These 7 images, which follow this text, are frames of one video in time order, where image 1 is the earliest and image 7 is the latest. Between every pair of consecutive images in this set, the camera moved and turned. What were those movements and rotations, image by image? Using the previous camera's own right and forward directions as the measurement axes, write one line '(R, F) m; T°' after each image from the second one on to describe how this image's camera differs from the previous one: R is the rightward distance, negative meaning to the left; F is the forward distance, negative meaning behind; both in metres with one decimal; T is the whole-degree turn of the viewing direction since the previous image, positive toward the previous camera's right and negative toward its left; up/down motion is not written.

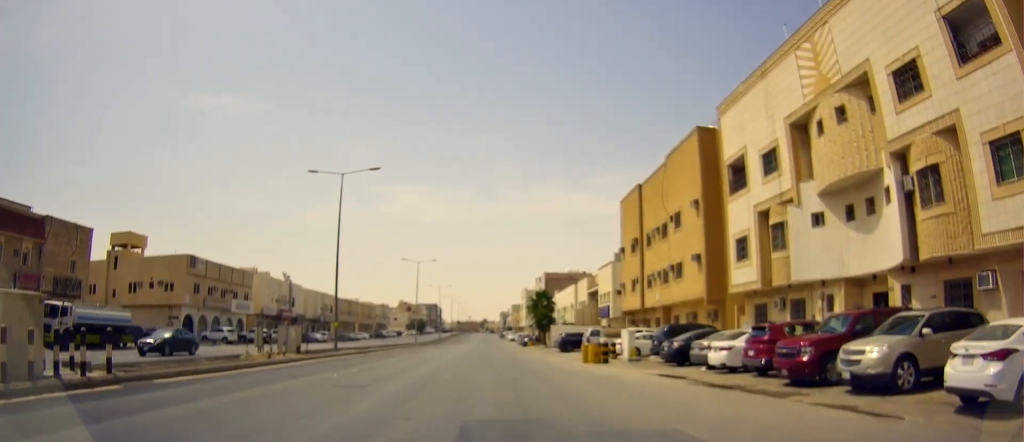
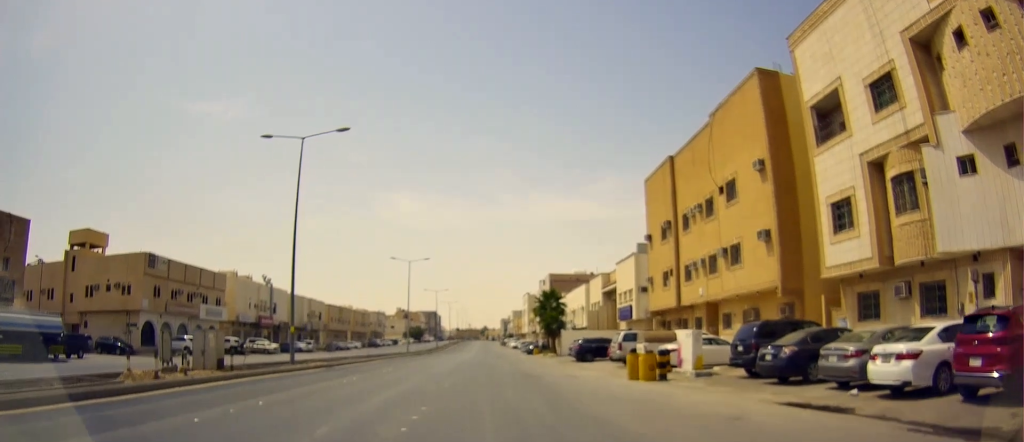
(+0.3, +9.7) m; +1°
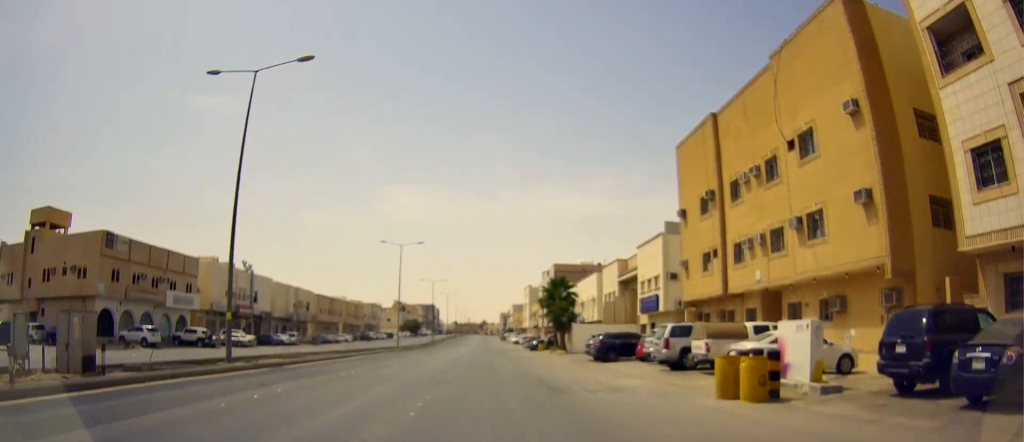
(0.0, +8.2) m; +3°
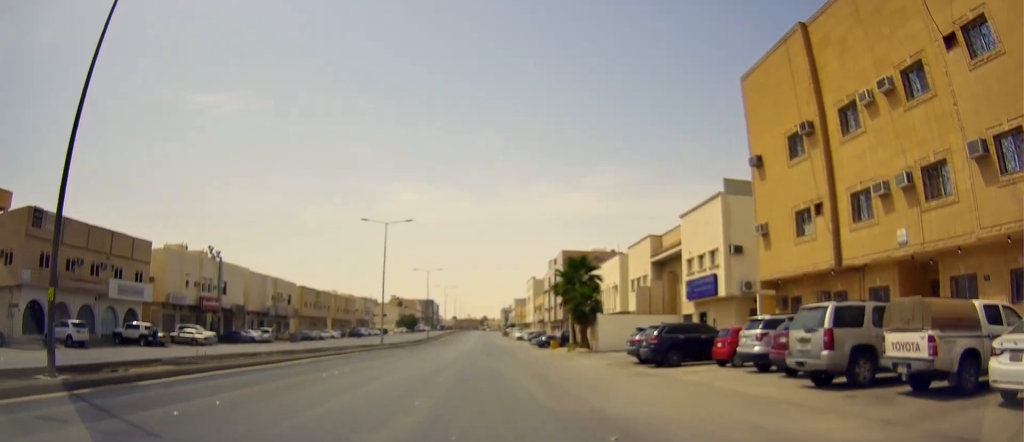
(+0.4, +11.2) m; -3°
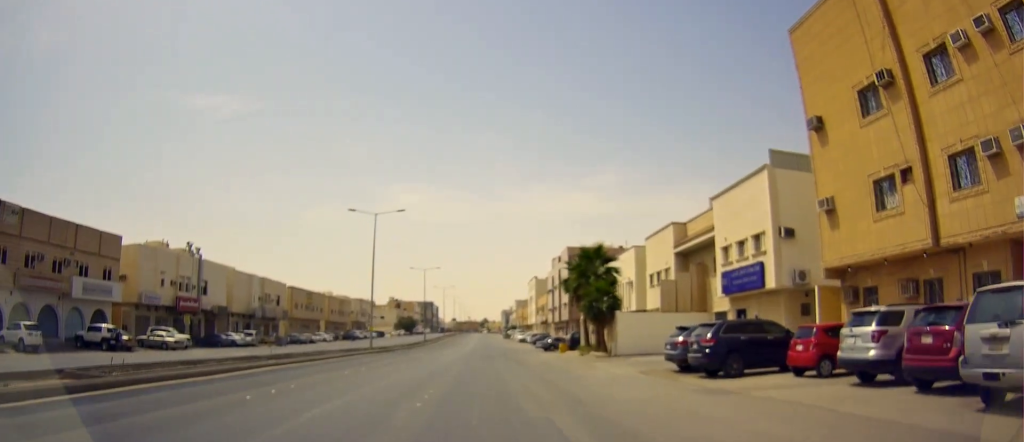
(-0.4, +5.9) m; -3°
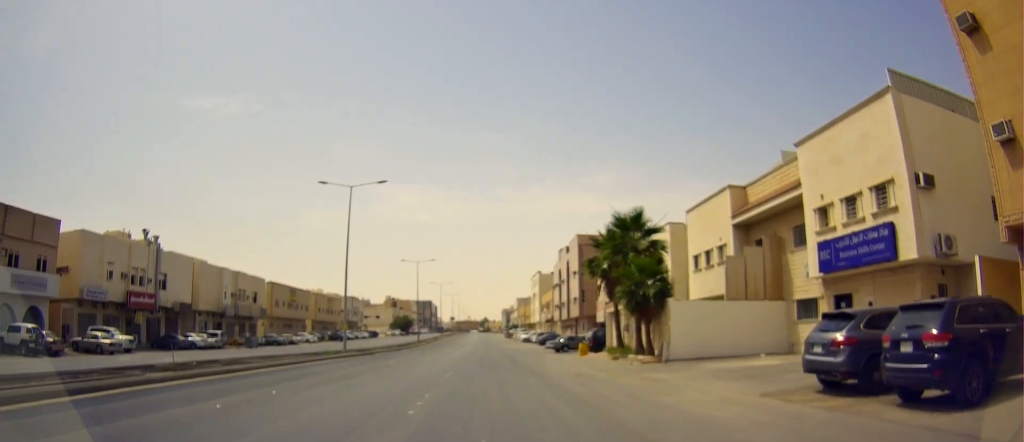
(-0.1, +10.2) m; +2°
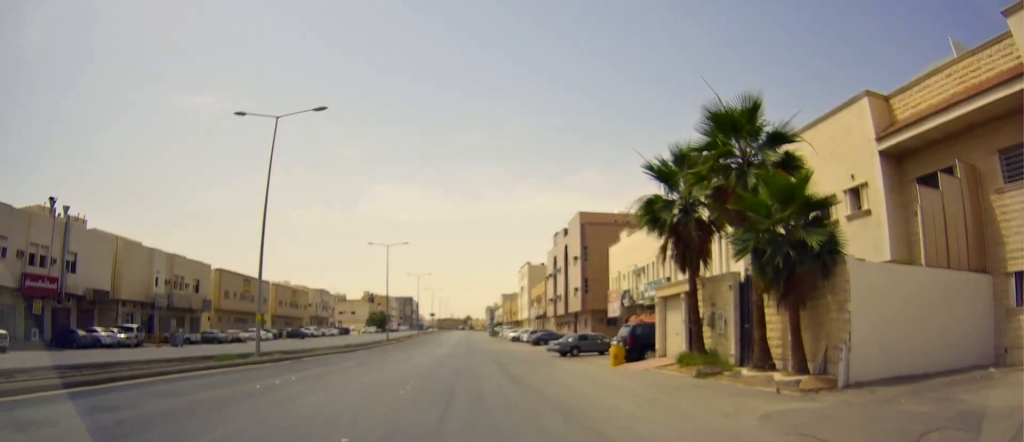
(+1.4, +14.3) m; +4°
